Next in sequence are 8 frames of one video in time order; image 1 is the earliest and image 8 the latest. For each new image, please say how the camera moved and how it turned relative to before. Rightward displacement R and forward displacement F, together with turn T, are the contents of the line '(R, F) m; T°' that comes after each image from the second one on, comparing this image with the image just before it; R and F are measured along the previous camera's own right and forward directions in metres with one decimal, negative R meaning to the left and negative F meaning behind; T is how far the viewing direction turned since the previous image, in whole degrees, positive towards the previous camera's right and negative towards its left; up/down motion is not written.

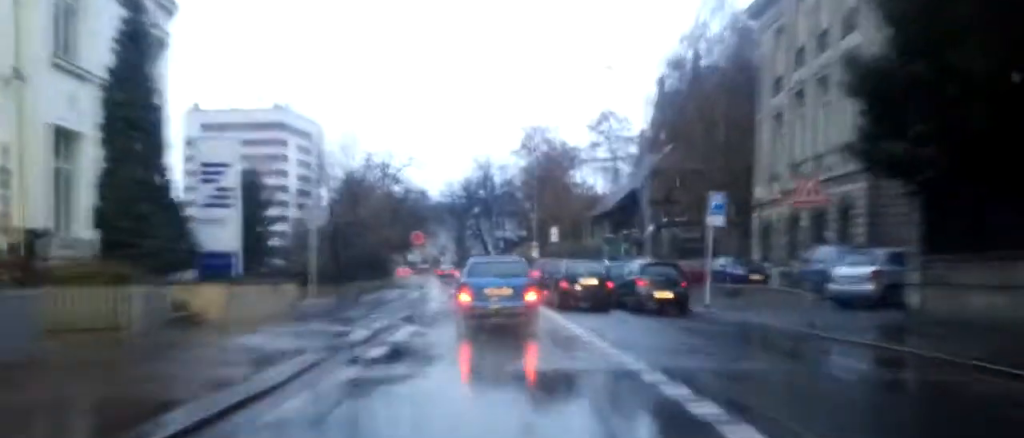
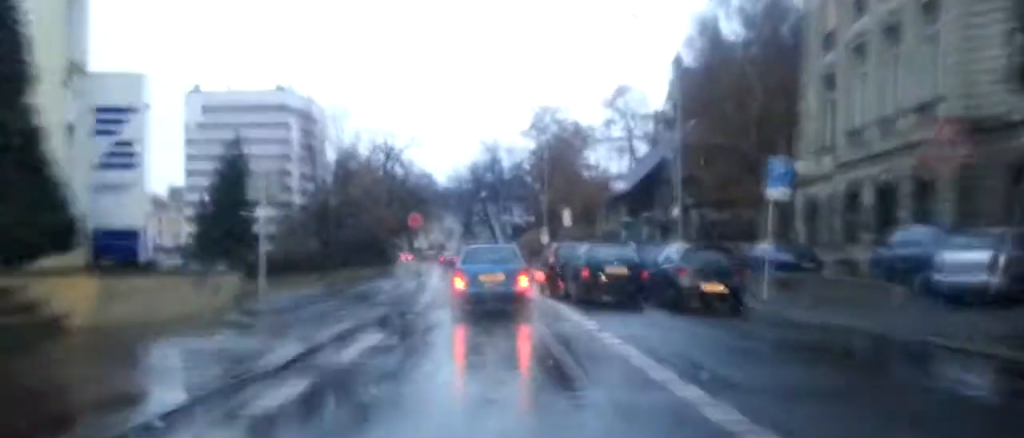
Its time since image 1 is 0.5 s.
(+0.1, +4.7) m; 0°
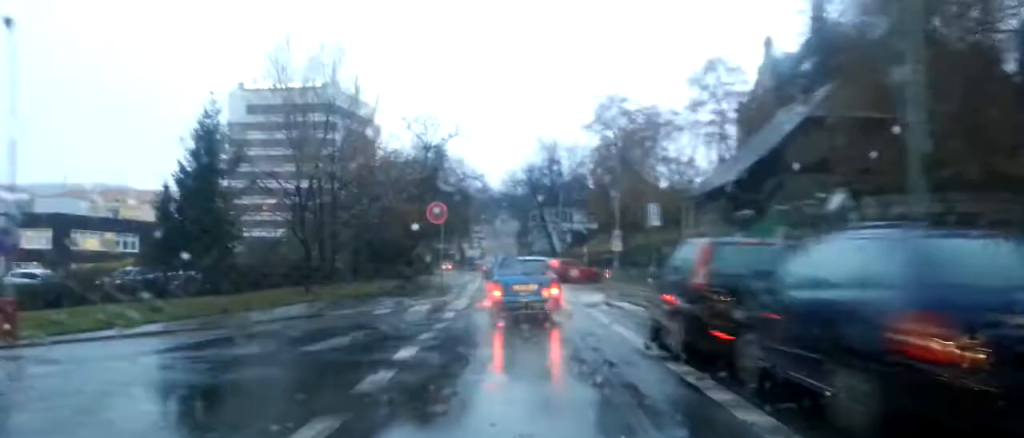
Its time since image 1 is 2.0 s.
(-0.5, +13.2) m; -4°
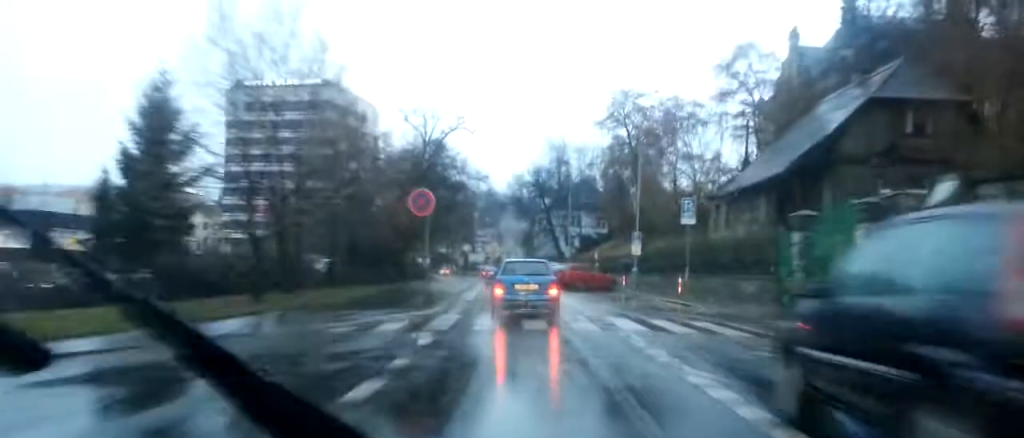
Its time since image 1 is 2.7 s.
(-0.1, +6.0) m; 0°
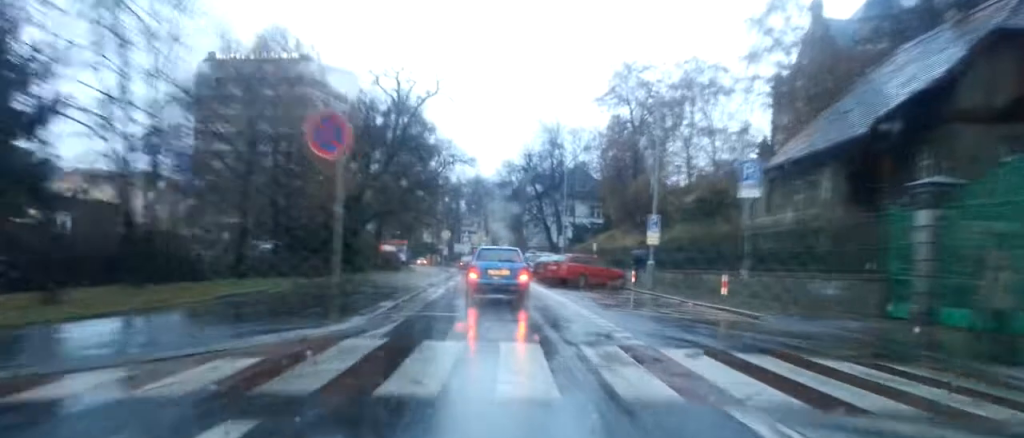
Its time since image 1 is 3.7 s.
(+0.2, +9.1) m; +1°
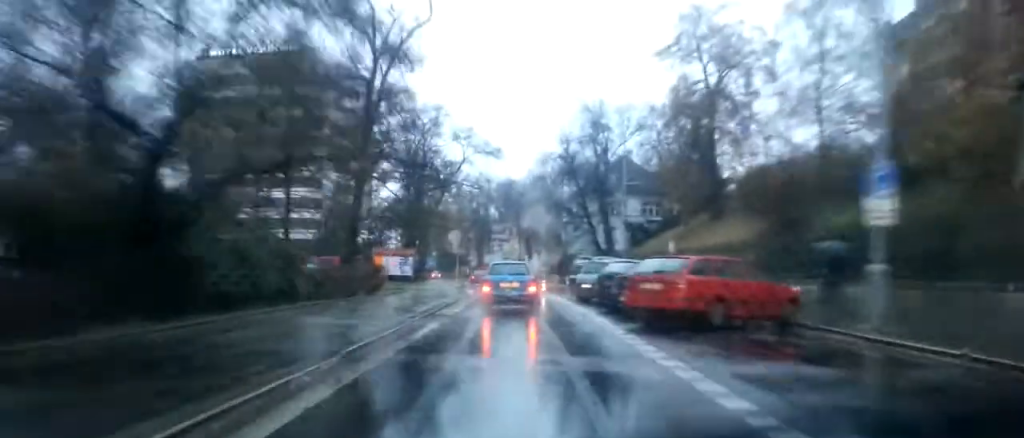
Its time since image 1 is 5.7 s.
(-0.7, +18.8) m; -4°
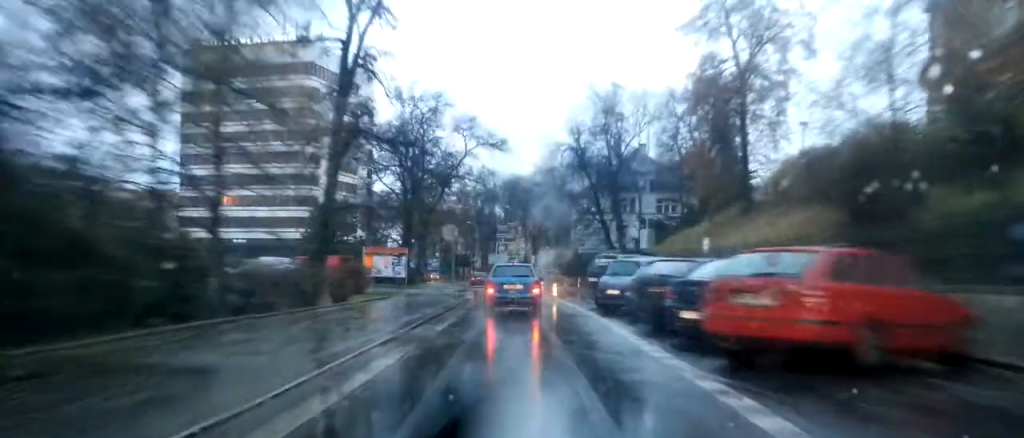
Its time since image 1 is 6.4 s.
(0.0, +6.9) m; 0°
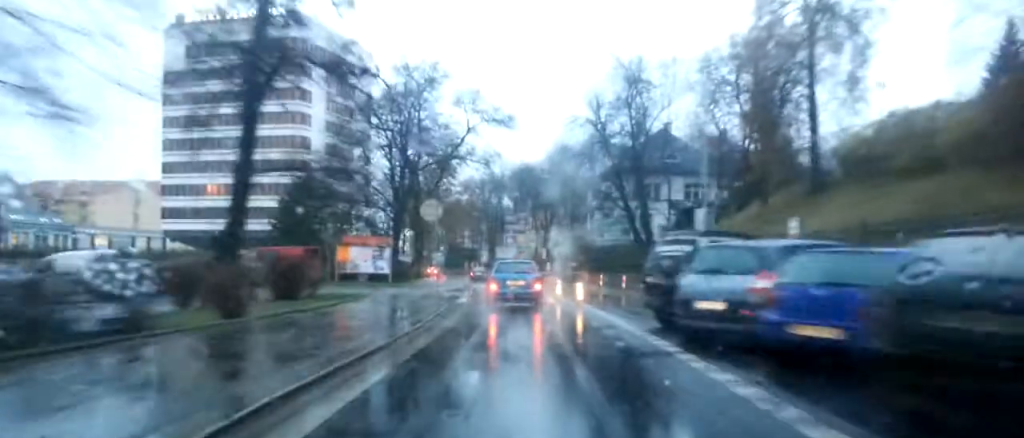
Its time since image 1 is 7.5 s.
(-0.1, +9.6) m; -2°
